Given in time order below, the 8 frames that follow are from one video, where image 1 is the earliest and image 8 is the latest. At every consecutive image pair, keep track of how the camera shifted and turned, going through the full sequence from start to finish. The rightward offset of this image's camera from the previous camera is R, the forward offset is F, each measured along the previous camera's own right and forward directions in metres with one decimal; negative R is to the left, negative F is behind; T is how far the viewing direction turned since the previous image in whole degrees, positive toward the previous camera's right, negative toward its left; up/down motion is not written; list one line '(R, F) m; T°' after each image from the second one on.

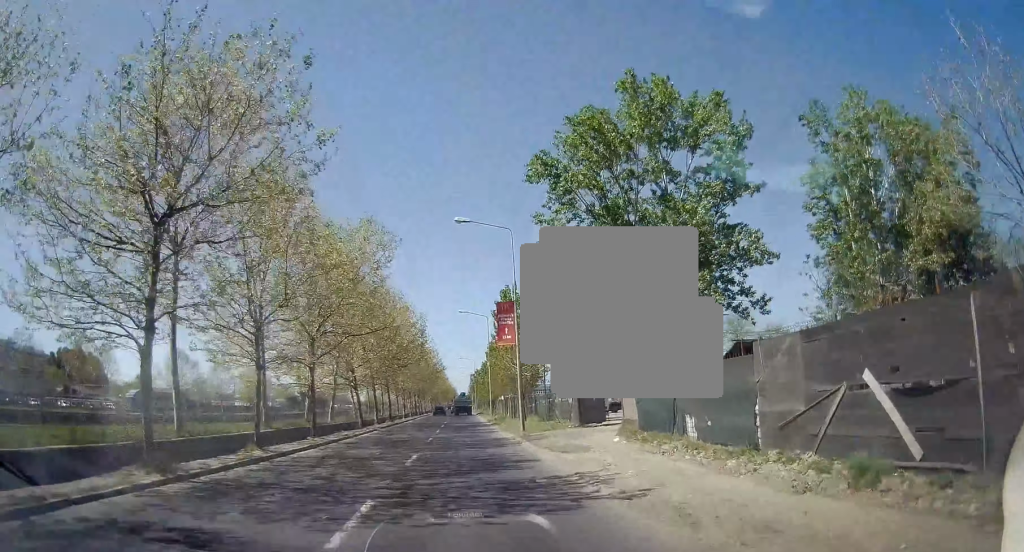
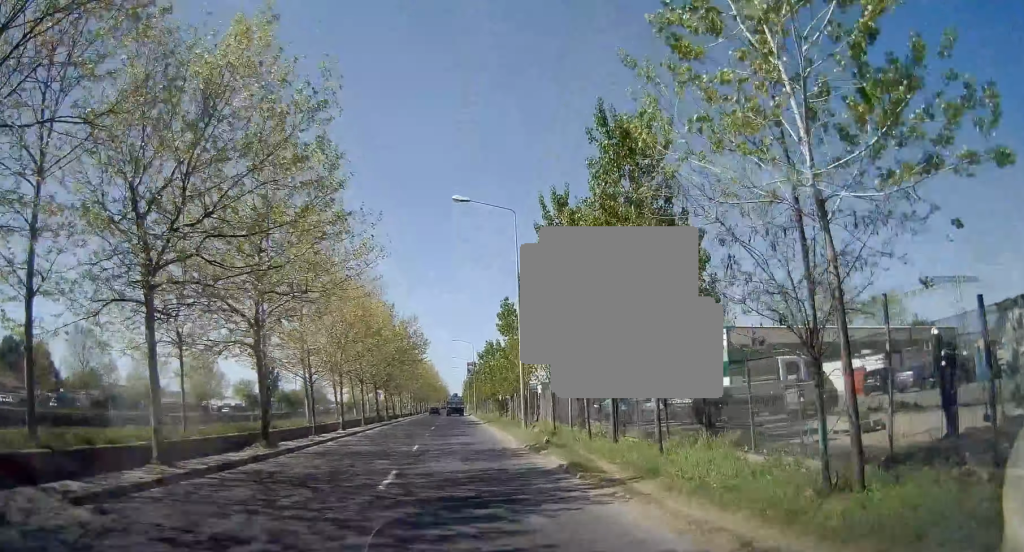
(+0.4, +31.8) m; +1°
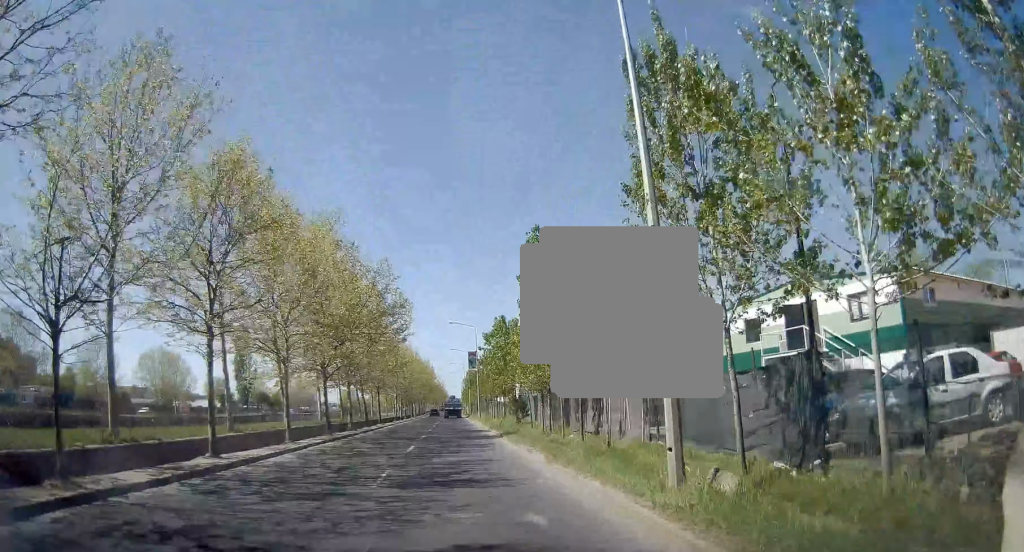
(-0.2, +17.5) m; -1°
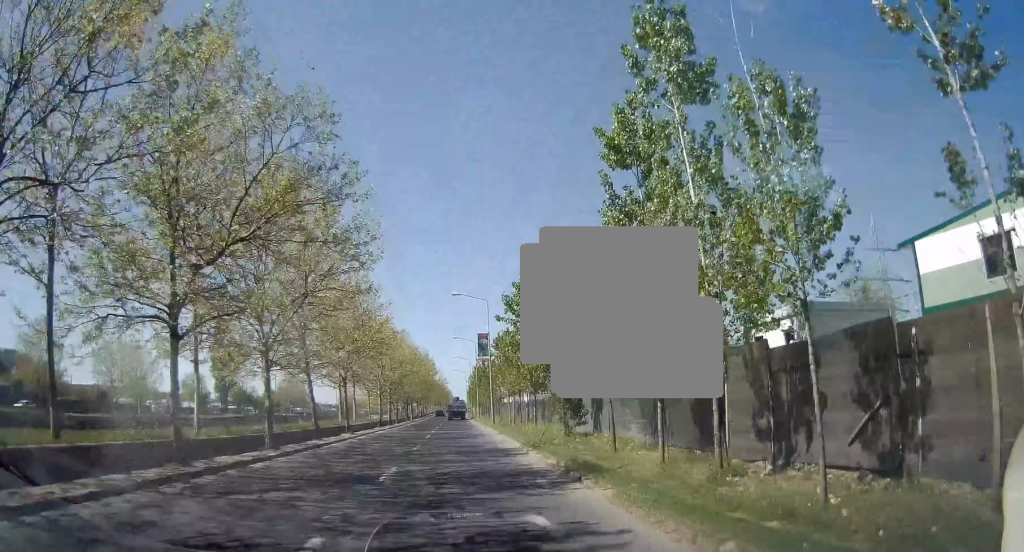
(+0.1, +16.2) m; 0°
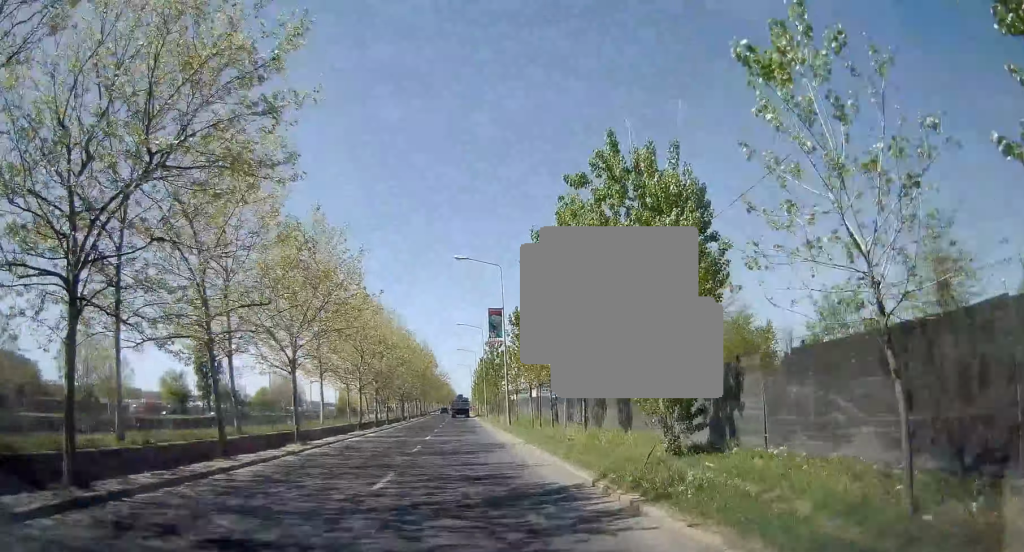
(+0.1, +11.0) m; 0°
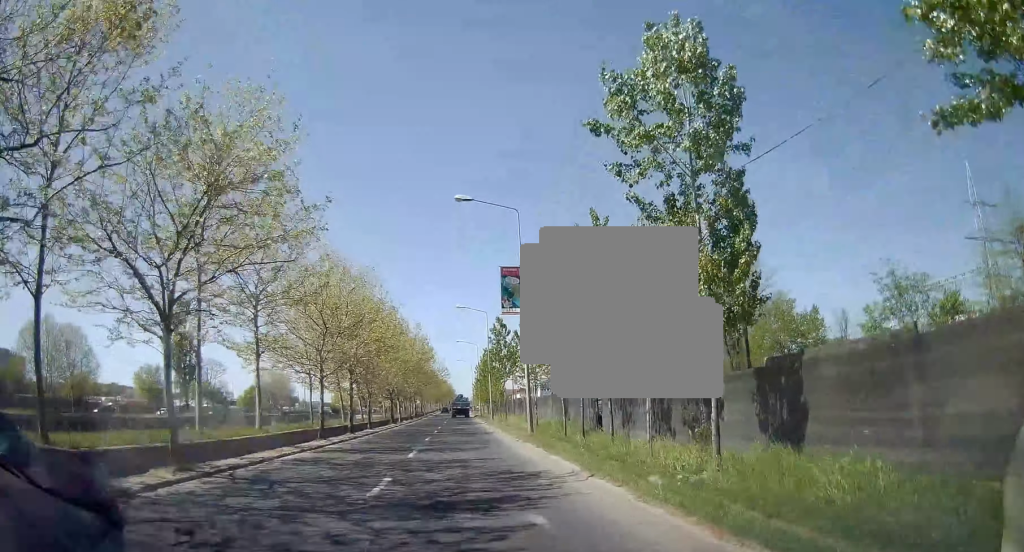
(-0.3, +10.0) m; 0°
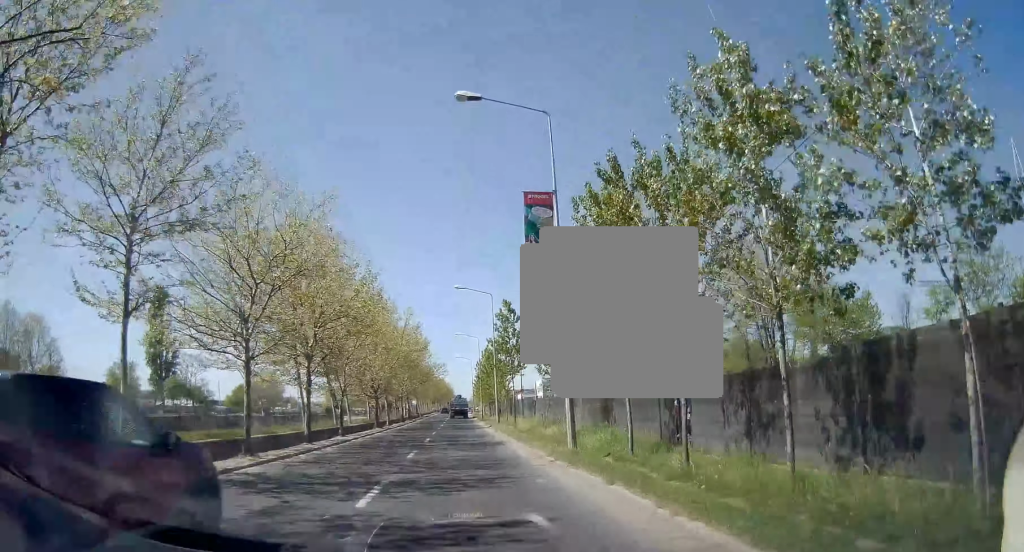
(+0.2, +9.0) m; 0°
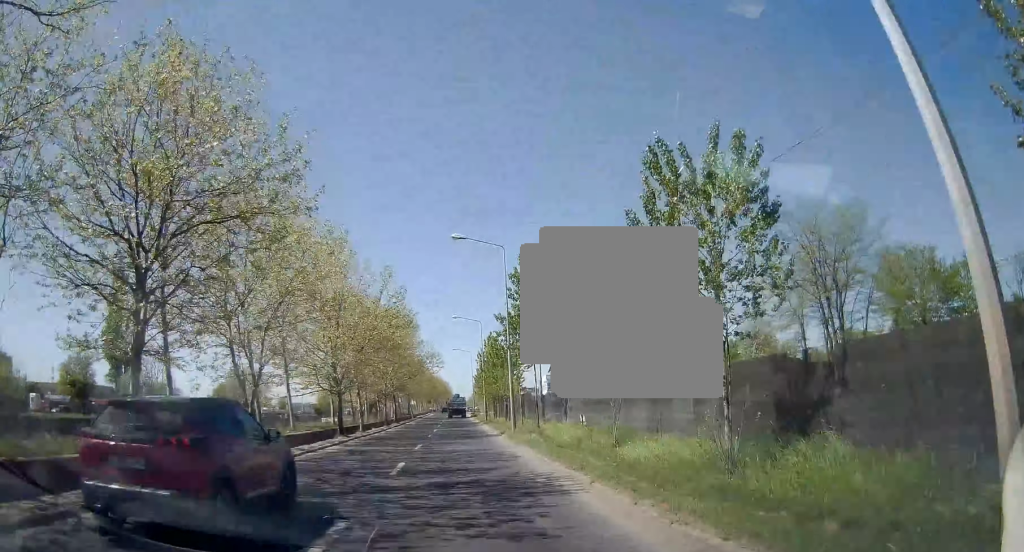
(0.0, +13.0) m; 0°
